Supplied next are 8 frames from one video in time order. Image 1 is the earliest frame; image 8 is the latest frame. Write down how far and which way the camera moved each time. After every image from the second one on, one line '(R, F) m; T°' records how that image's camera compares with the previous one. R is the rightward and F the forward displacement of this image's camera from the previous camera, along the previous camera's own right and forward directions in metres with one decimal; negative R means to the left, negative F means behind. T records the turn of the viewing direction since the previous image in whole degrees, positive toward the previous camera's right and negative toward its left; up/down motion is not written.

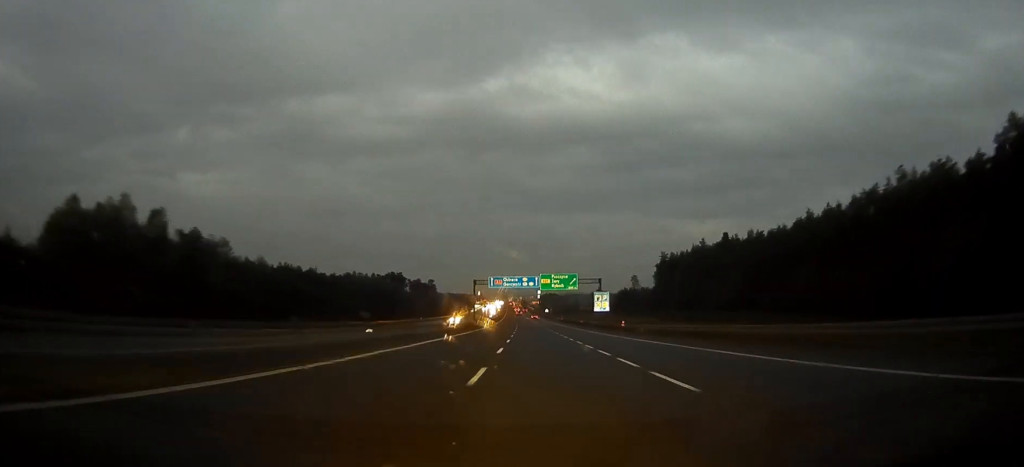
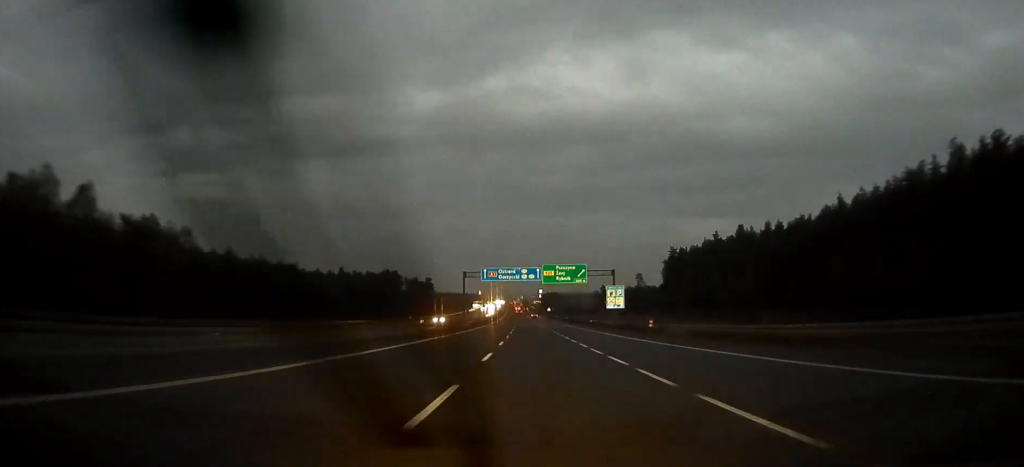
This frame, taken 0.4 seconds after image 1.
(0.0, +17.3) m; 0°
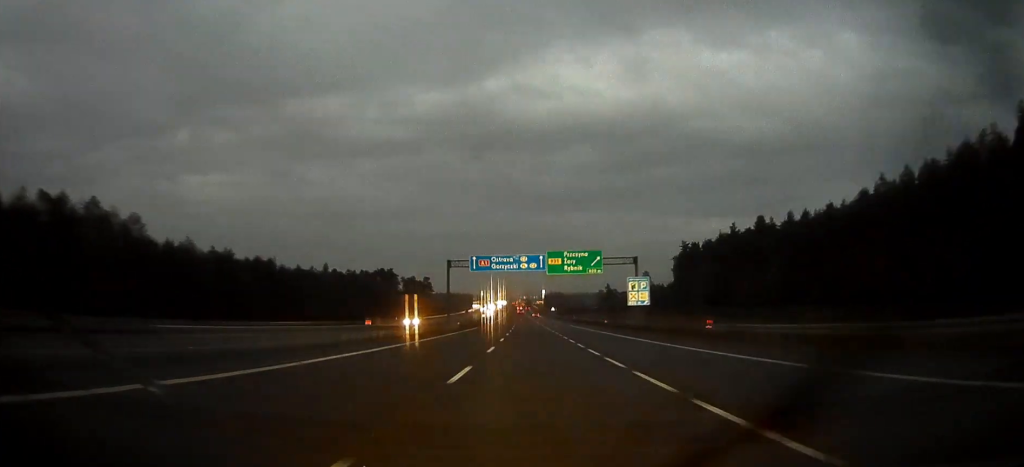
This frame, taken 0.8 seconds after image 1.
(0.0, +18.7) m; 0°
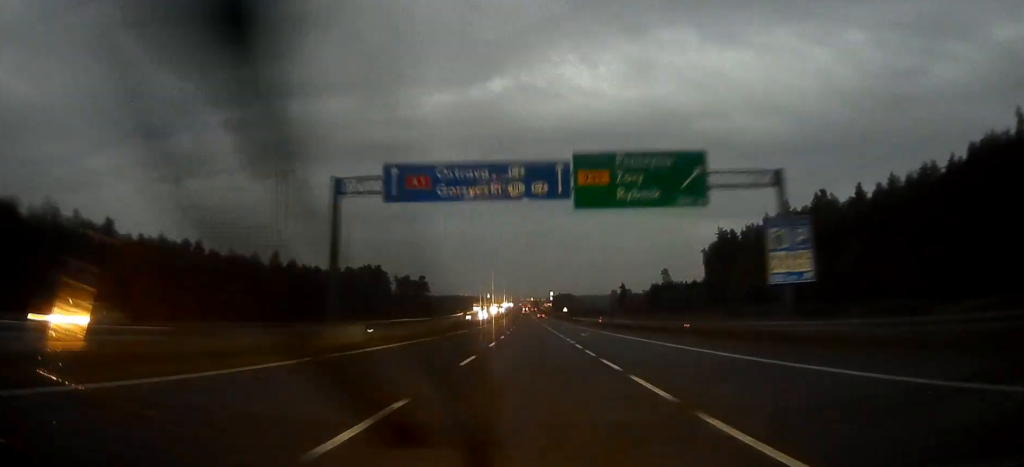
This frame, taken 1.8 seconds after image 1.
(-0.2, +43.3) m; -1°
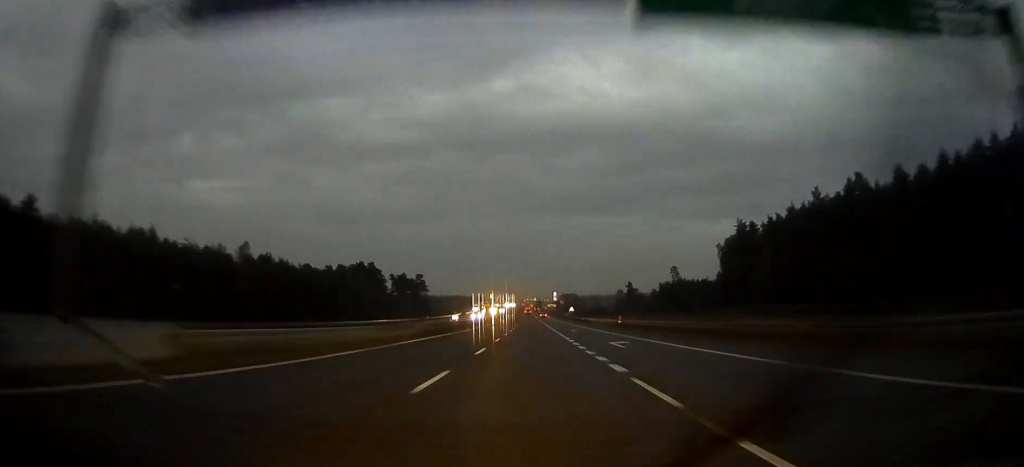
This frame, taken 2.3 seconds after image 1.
(-0.1, +18.8) m; 0°
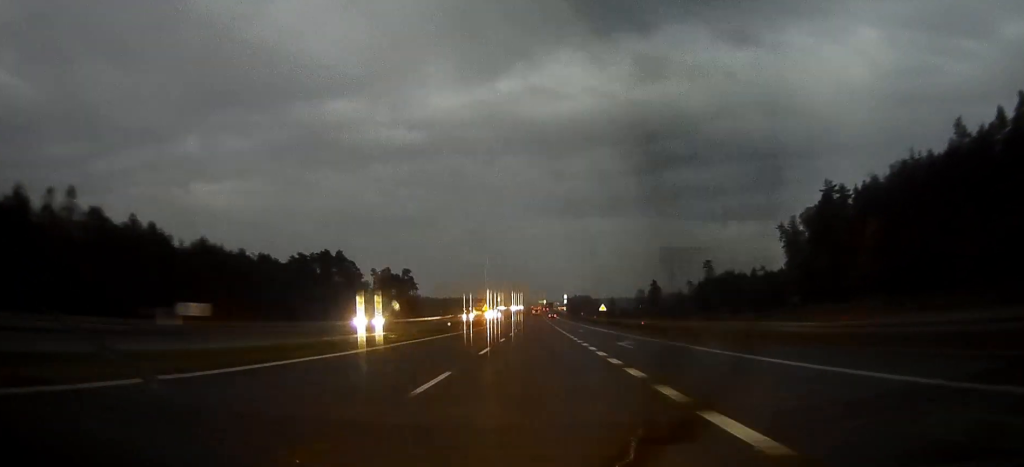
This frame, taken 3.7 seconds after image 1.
(-0.3, +60.7) m; -1°
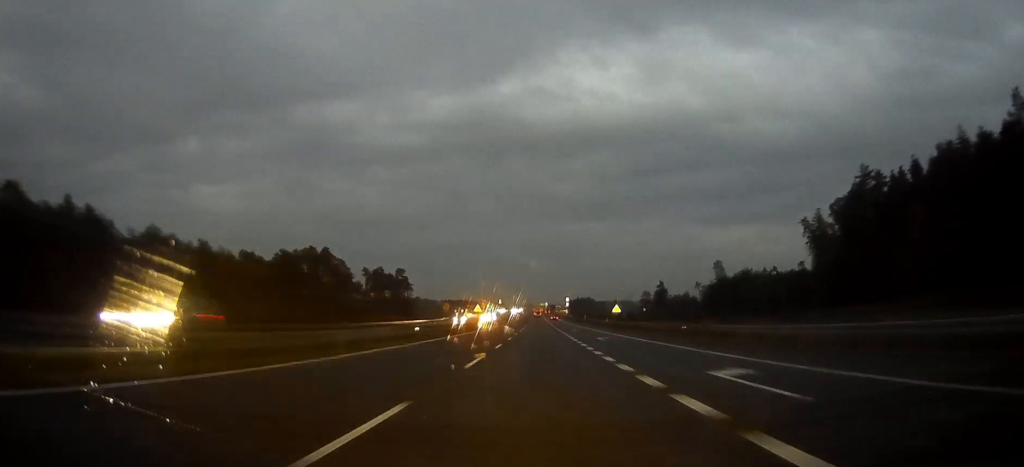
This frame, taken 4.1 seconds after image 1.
(-0.1, +17.4) m; 0°
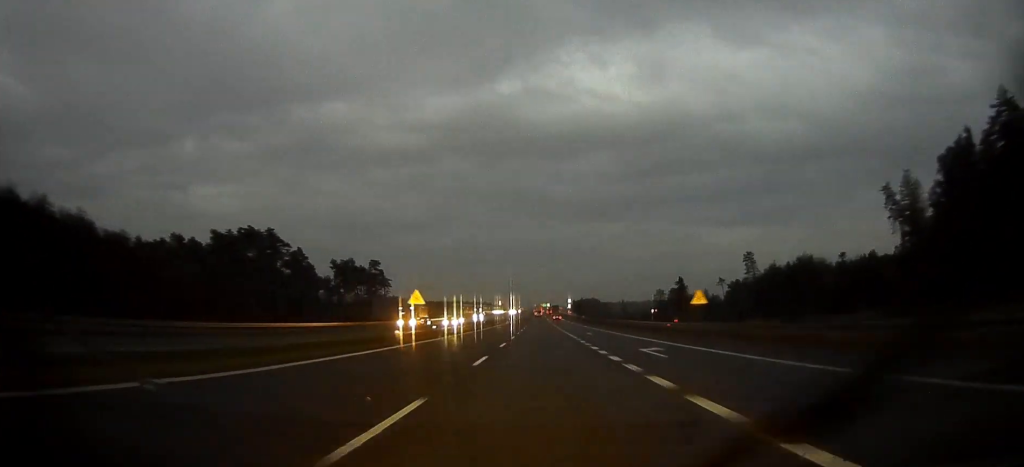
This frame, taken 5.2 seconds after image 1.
(-0.2, +47.8) m; 0°
